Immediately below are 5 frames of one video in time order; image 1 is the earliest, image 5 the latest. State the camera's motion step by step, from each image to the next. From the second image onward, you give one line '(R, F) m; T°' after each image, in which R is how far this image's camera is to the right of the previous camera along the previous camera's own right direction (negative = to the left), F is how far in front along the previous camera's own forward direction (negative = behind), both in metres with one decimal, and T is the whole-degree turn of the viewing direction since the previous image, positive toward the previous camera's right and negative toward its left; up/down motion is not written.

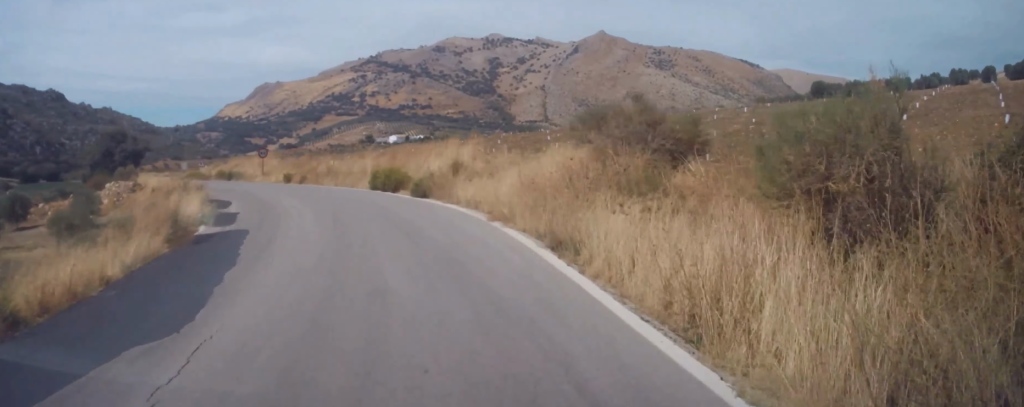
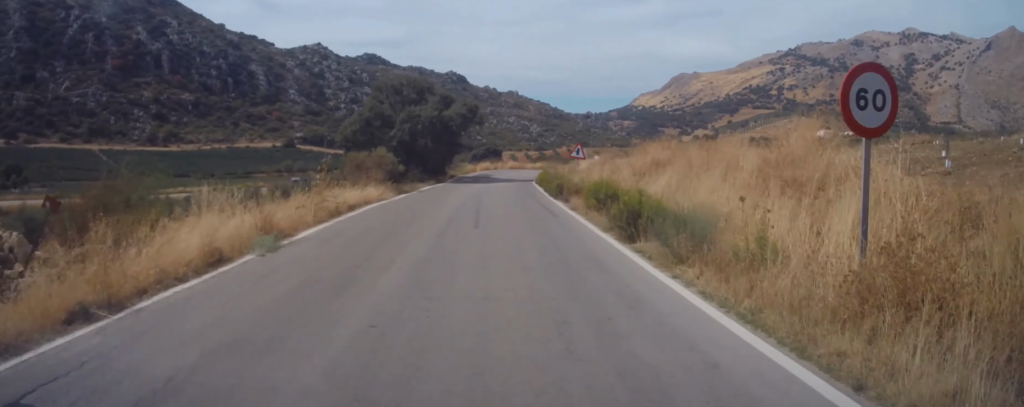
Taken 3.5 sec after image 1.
(-7.1, +40.6) m; -3°
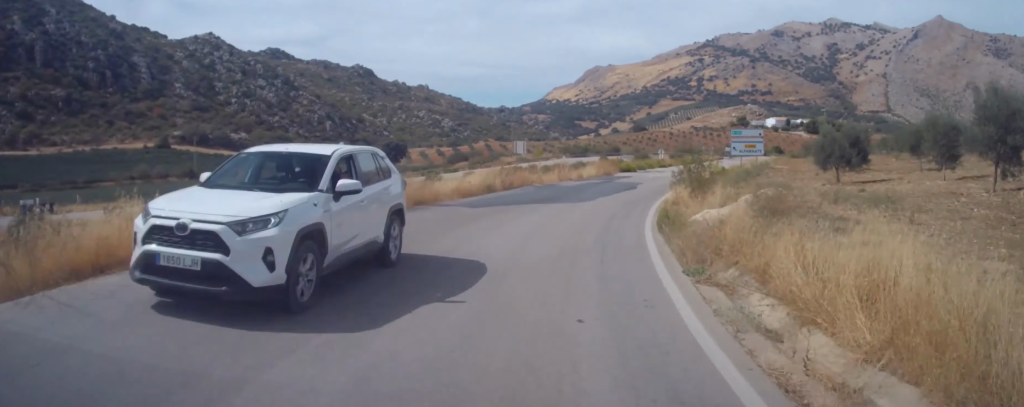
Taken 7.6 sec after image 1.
(+6.1, +42.0) m; +2°
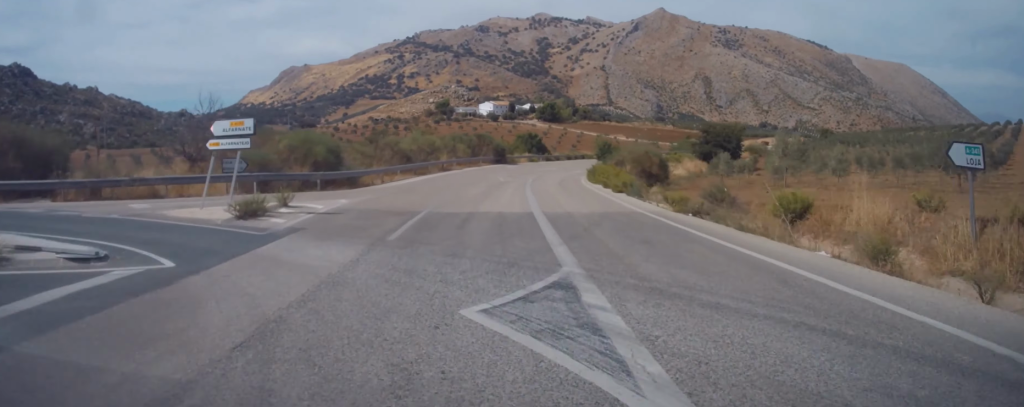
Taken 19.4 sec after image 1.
(-7.8, +92.4) m; -53°
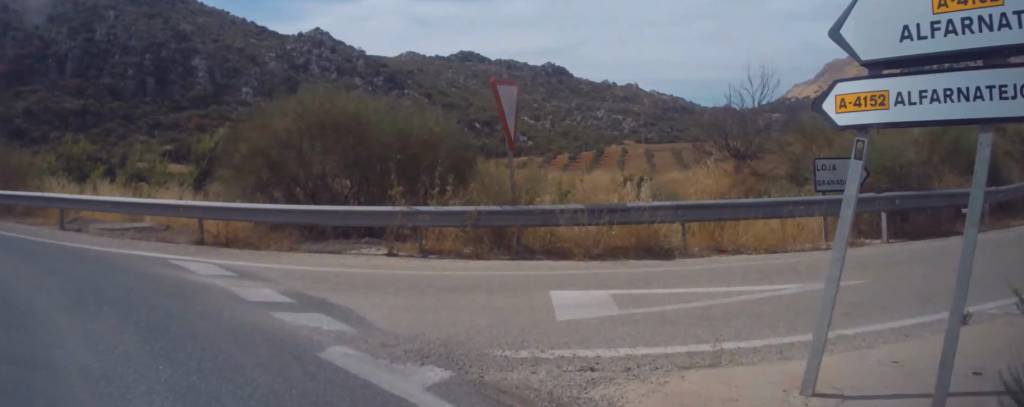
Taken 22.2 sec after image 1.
(+0.5, +11.6) m; -45°
